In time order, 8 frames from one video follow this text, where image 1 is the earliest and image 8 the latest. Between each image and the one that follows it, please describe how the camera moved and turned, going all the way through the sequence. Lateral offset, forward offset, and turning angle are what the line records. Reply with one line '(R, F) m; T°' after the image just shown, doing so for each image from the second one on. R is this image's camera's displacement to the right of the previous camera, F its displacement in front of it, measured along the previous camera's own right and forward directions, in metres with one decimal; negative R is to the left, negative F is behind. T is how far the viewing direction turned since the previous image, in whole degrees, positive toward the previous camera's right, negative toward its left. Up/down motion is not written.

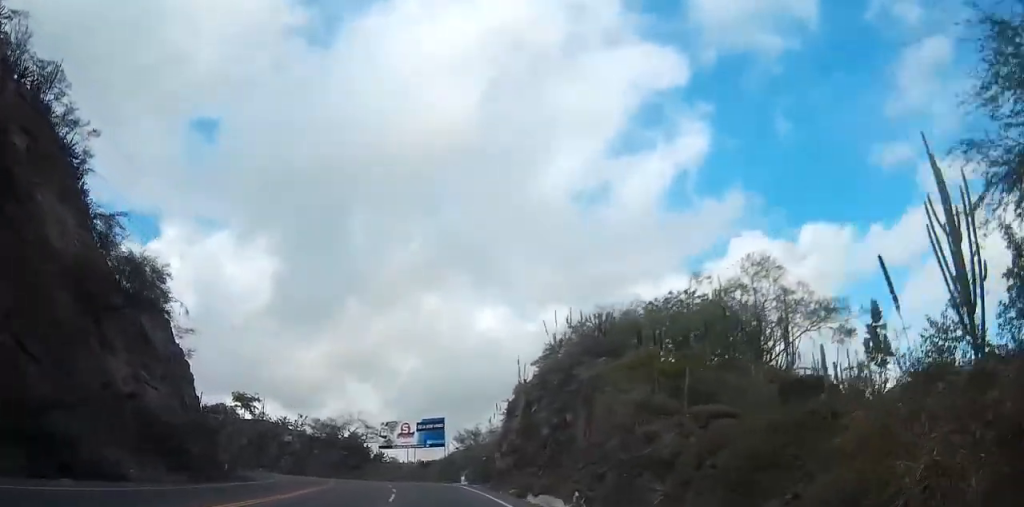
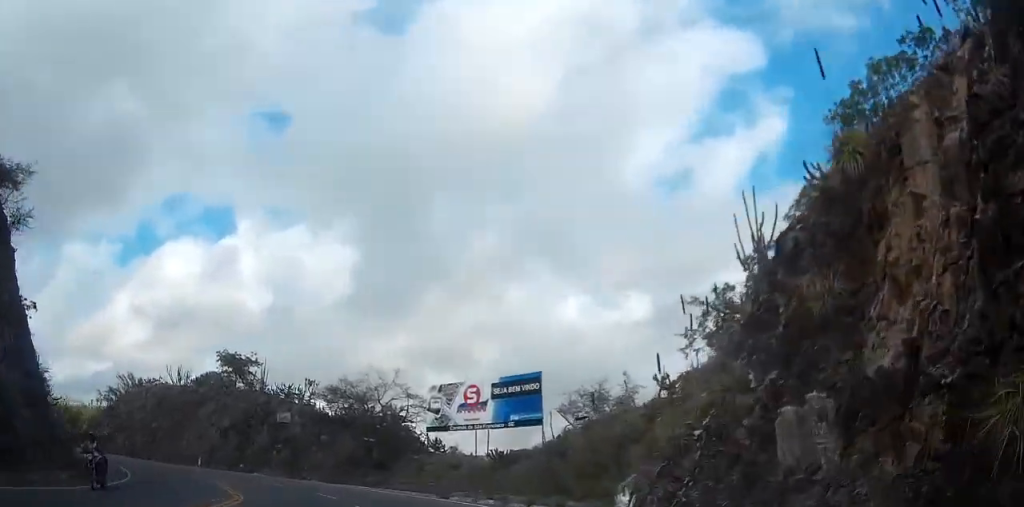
(-0.8, +32.3) m; -5°
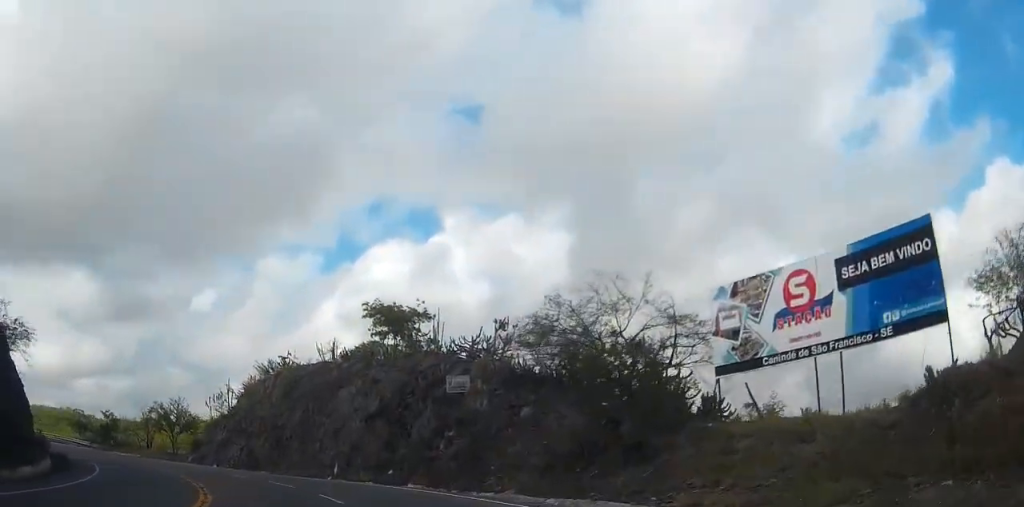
(-2.7, +21.1) m; -22°
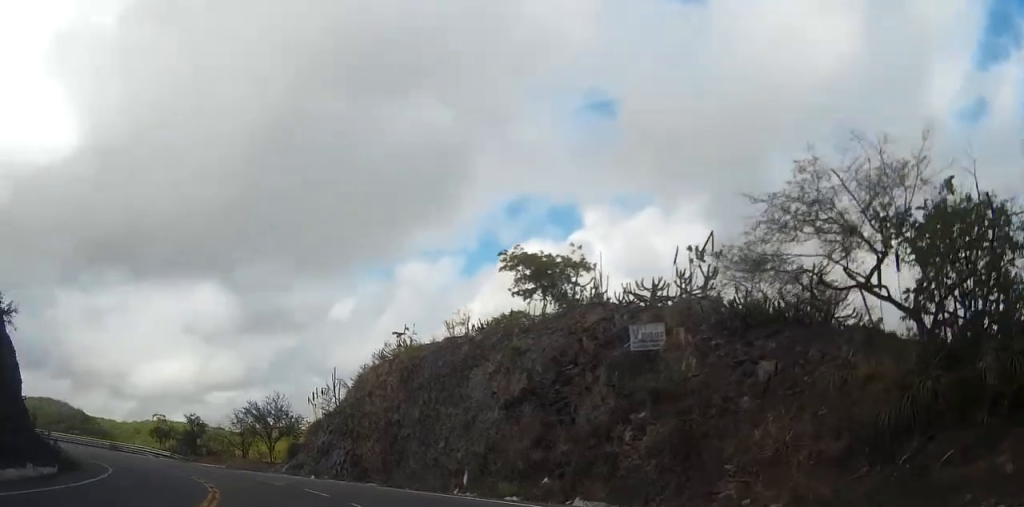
(-1.4, +11.1) m; -14°
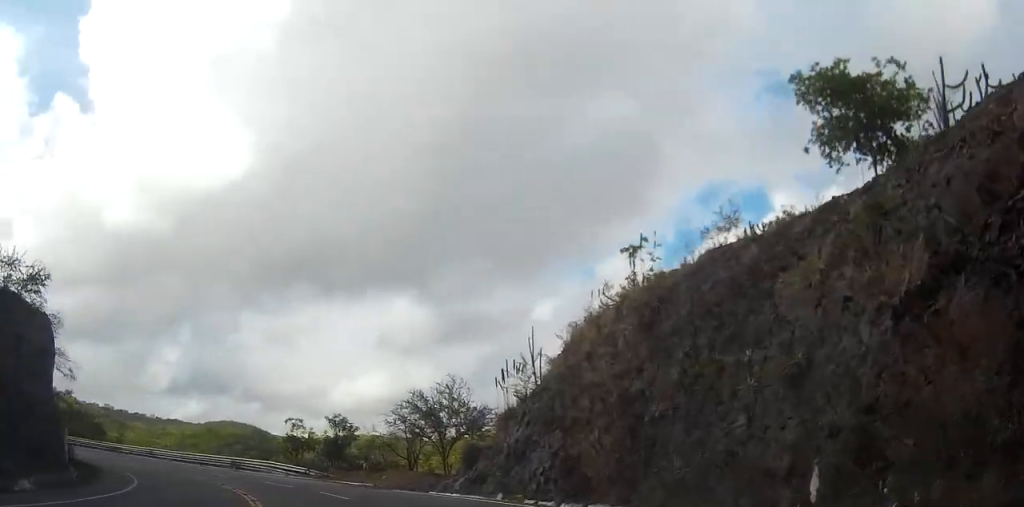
(-2.6, +15.5) m; -11°
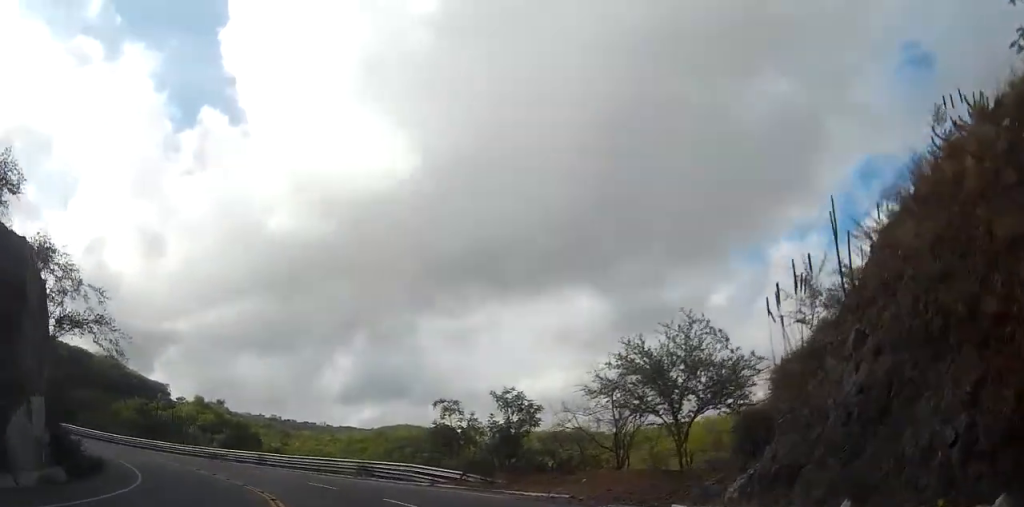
(+0.4, +14.7) m; -11°
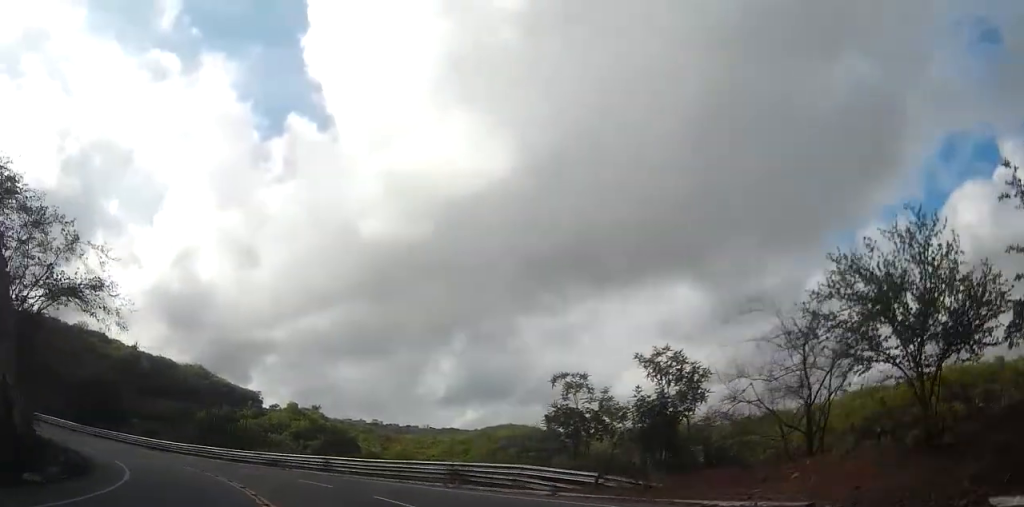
(-2.0, +8.8) m; -11°
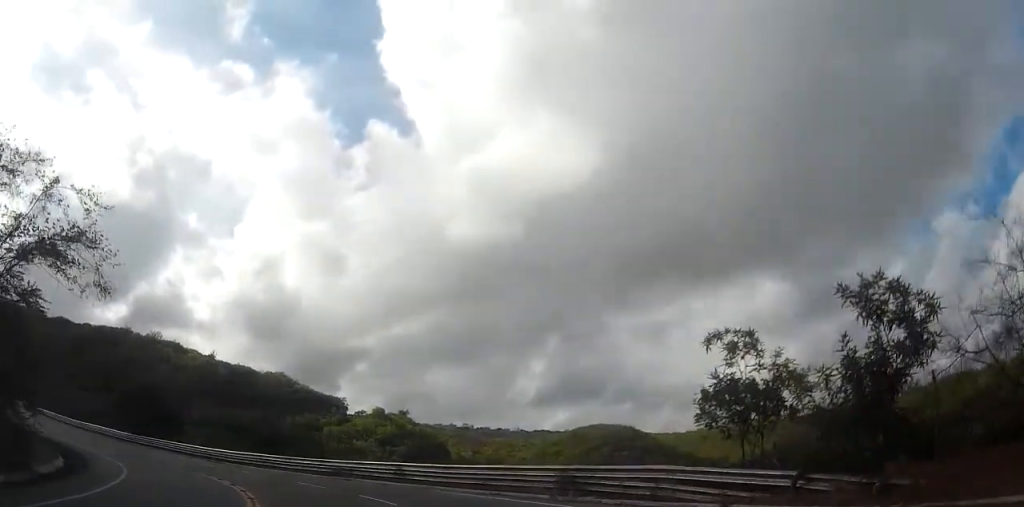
(-0.2, +7.3) m; -9°
